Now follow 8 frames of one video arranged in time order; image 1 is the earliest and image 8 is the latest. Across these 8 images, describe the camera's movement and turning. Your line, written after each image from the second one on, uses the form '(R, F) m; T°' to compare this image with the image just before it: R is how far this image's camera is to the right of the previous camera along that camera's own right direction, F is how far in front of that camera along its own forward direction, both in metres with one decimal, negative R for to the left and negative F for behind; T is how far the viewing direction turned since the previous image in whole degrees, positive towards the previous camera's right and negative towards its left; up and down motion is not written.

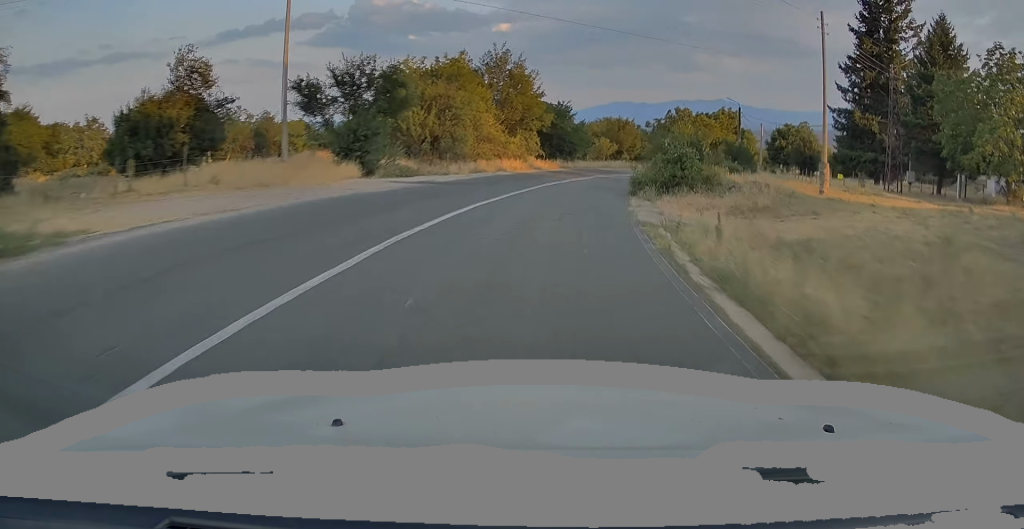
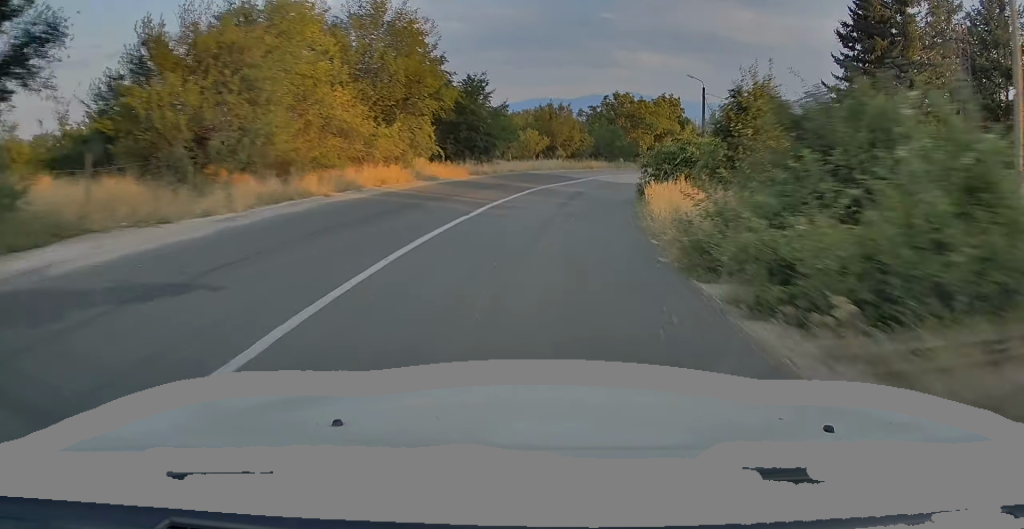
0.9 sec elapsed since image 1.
(+0.9, +16.3) m; +7°
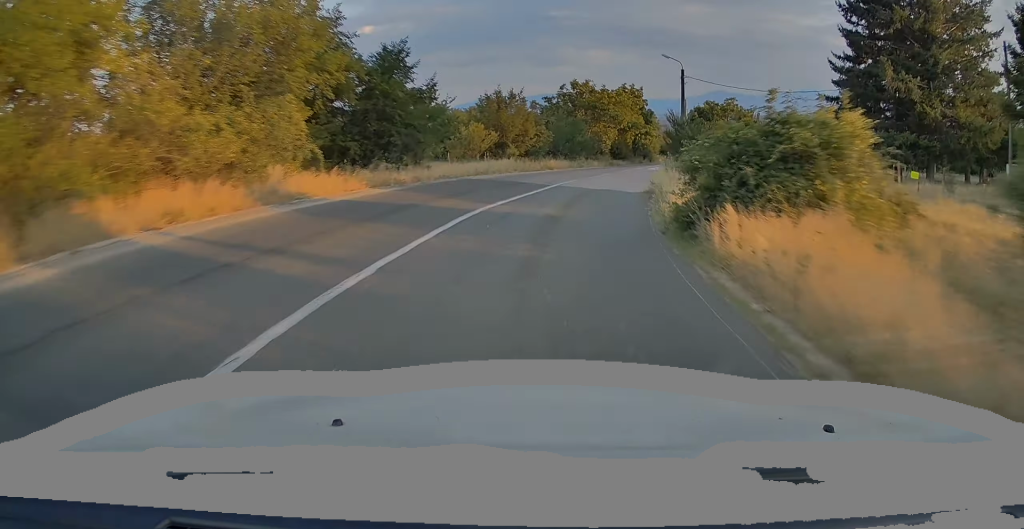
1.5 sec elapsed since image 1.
(+0.3, +9.8) m; +4°
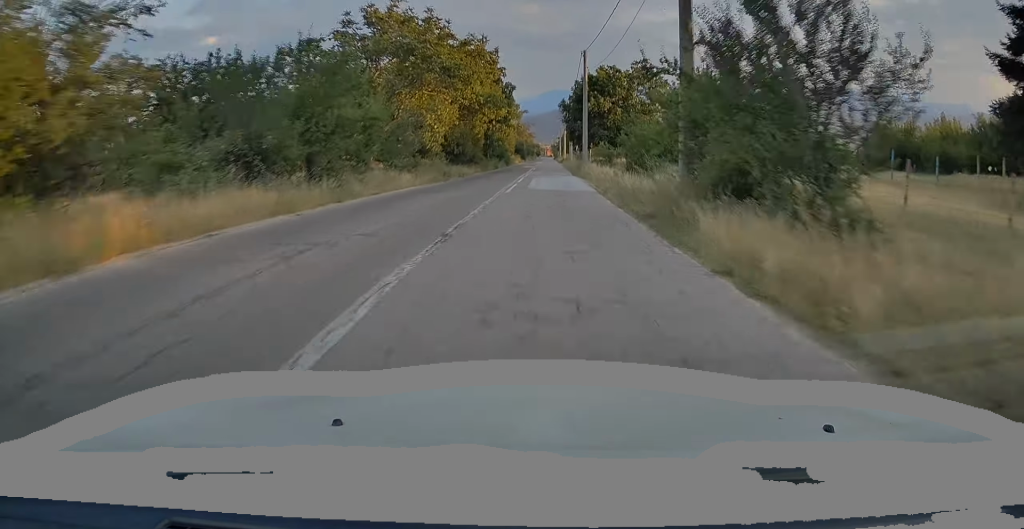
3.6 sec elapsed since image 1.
(+4.4, +34.7) m; +12°
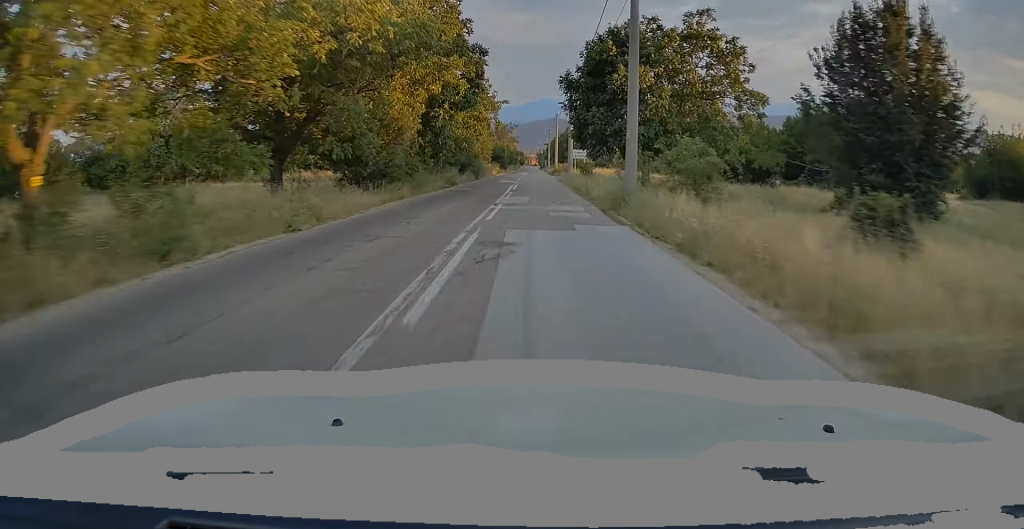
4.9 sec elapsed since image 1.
(+0.5, +23.5) m; +2°
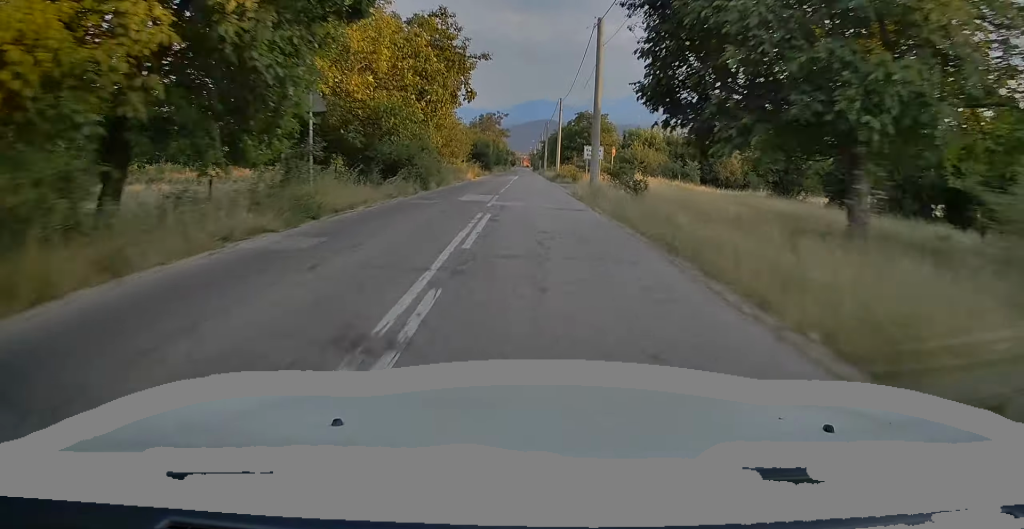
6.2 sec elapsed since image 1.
(+0.3, +22.5) m; 0°
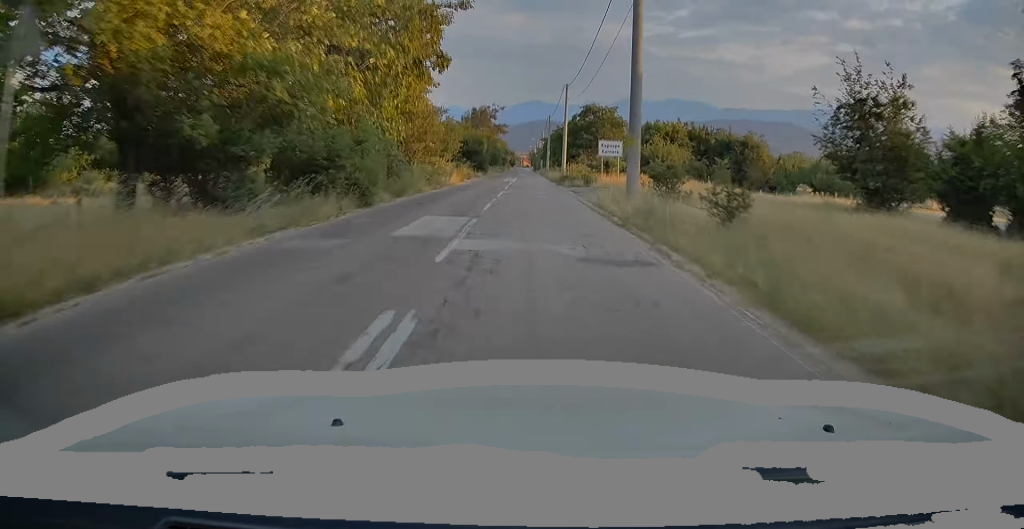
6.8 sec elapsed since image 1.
(0.0, +10.4) m; 0°
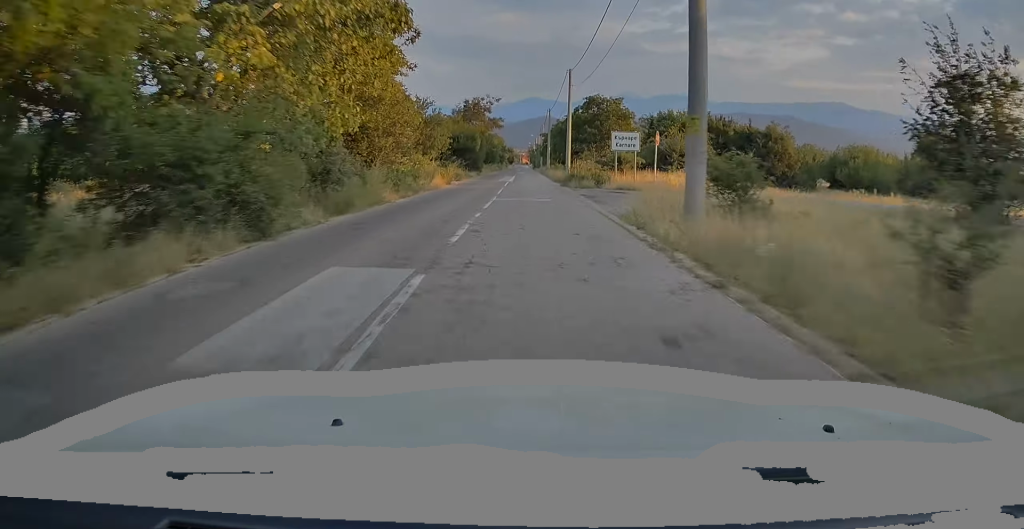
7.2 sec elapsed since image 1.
(-0.1, +6.9) m; 0°
